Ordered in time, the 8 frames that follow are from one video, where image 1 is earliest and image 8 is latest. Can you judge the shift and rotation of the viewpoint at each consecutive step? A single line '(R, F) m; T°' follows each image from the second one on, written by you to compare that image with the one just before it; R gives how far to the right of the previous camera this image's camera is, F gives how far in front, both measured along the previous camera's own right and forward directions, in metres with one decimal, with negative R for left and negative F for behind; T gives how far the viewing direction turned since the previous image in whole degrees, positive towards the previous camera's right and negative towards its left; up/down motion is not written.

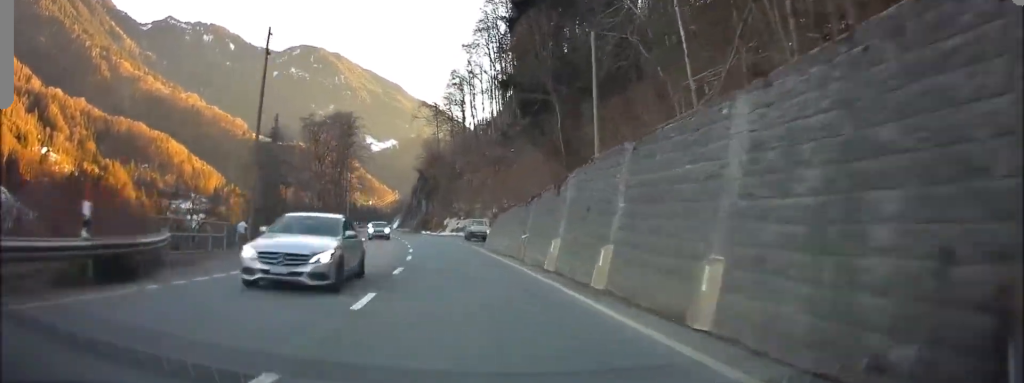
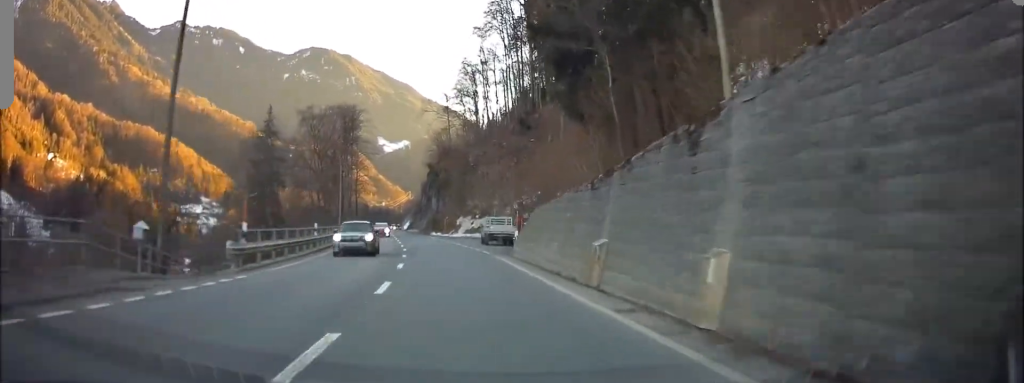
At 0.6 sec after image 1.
(+0.1, +10.8) m; -1°
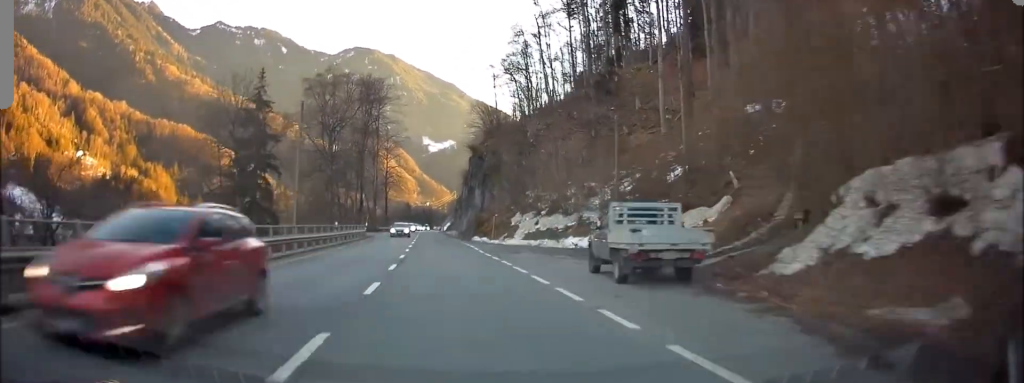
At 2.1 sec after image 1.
(-0.6, +25.0) m; -7°
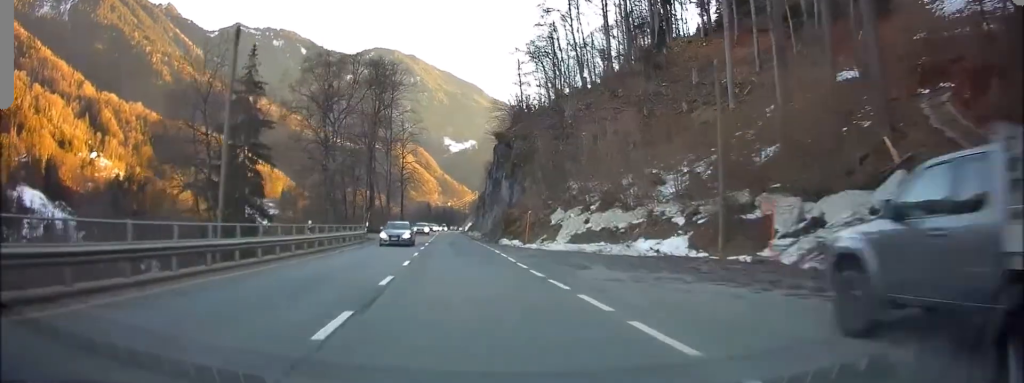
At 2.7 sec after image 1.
(-0.8, +10.8) m; -9°
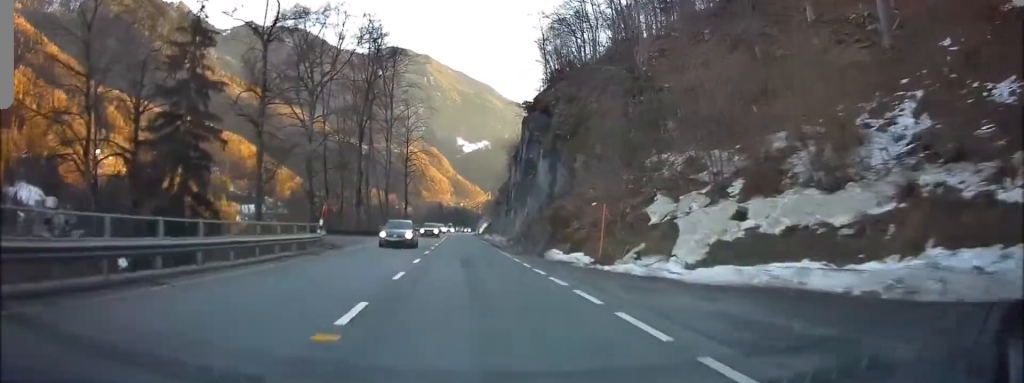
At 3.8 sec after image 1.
(-2.7, +18.0) m; -7°
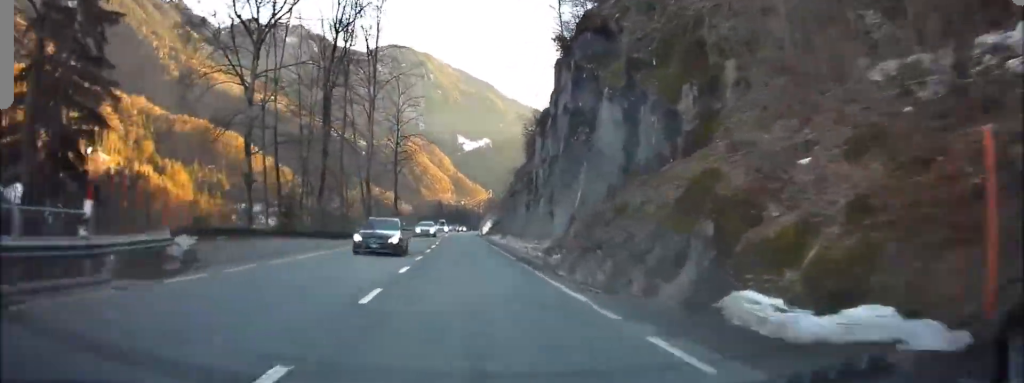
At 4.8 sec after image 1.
(+0.9, +16.9) m; +7°
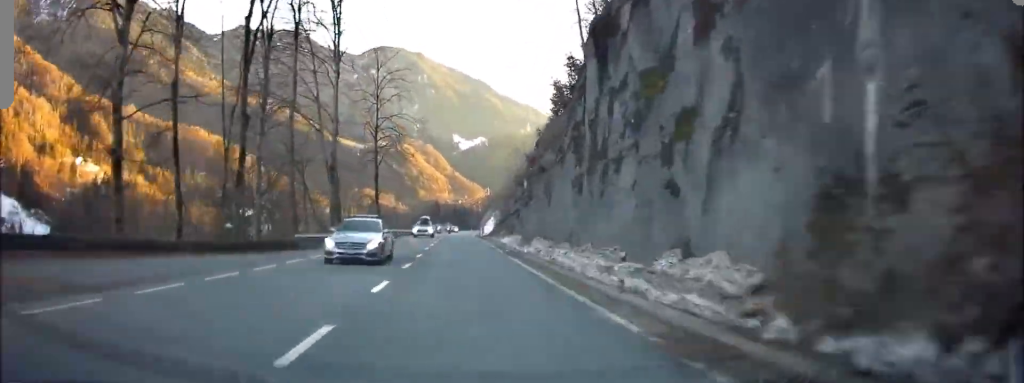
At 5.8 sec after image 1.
(+1.1, +16.8) m; +4°
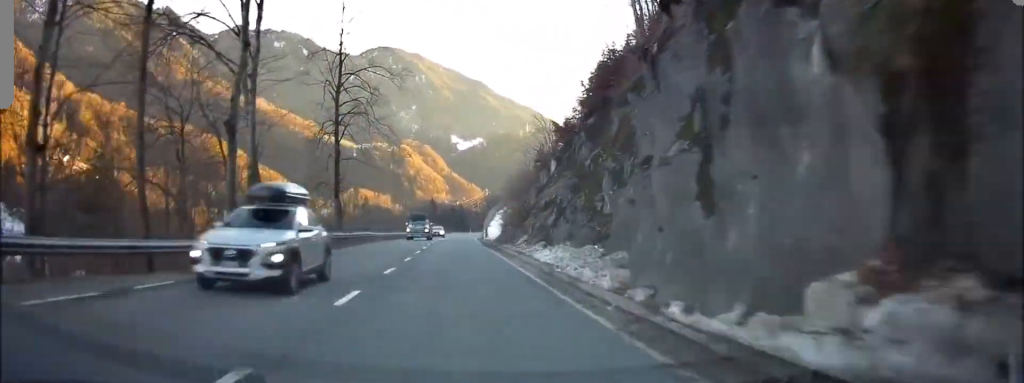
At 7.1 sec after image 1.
(-0.1, +22.4) m; 0°
